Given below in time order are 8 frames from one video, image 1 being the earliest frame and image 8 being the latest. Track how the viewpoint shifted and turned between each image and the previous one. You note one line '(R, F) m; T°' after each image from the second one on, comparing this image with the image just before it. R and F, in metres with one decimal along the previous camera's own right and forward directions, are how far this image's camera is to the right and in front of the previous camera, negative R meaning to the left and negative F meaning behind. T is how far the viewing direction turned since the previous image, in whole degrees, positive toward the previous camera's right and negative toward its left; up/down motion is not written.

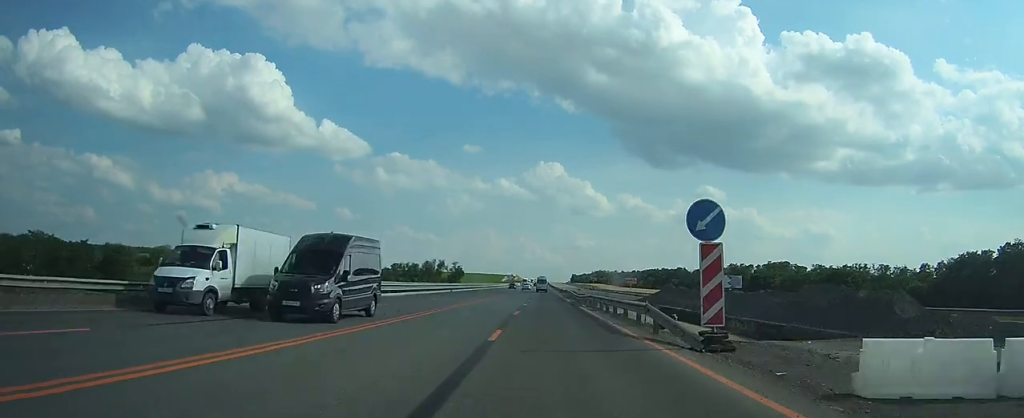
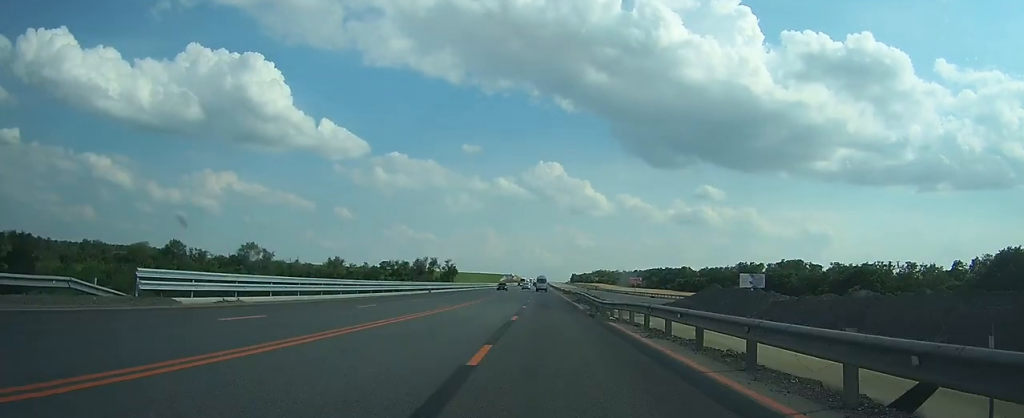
(0.0, +16.2) m; 0°
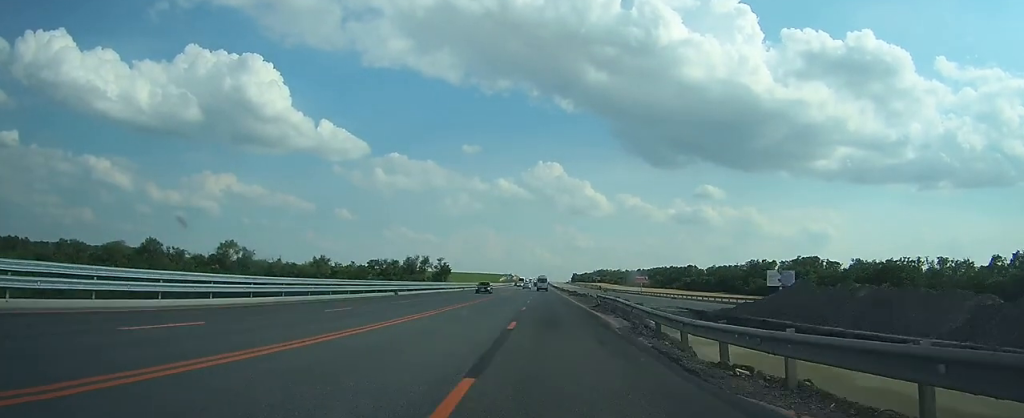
(0.0, +16.2) m; 0°
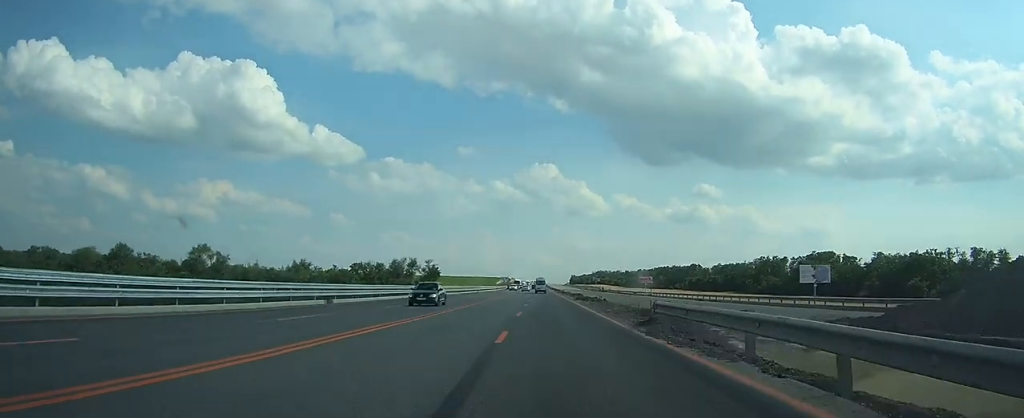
(0.0, +16.2) m; 0°
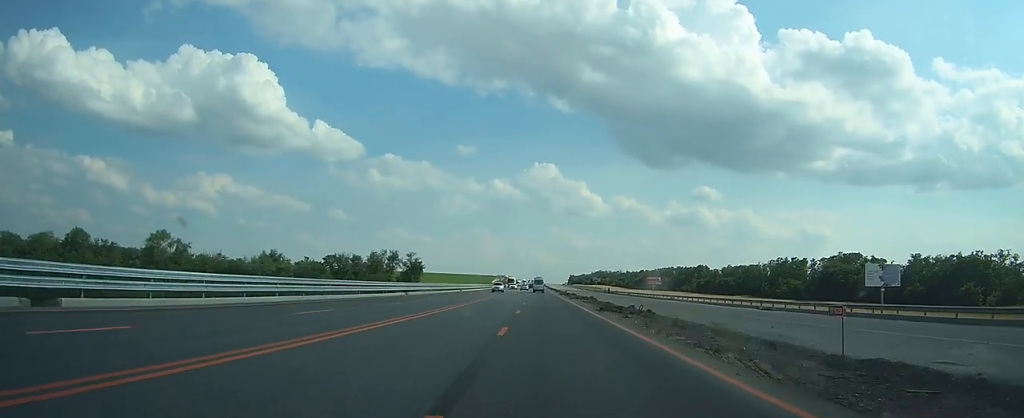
(0.0, +22.3) m; 0°
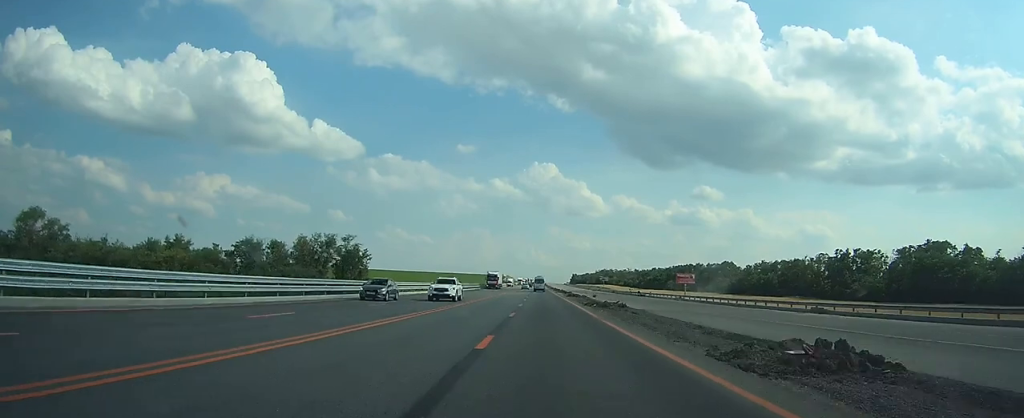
(+0.1, +51.1) m; 0°
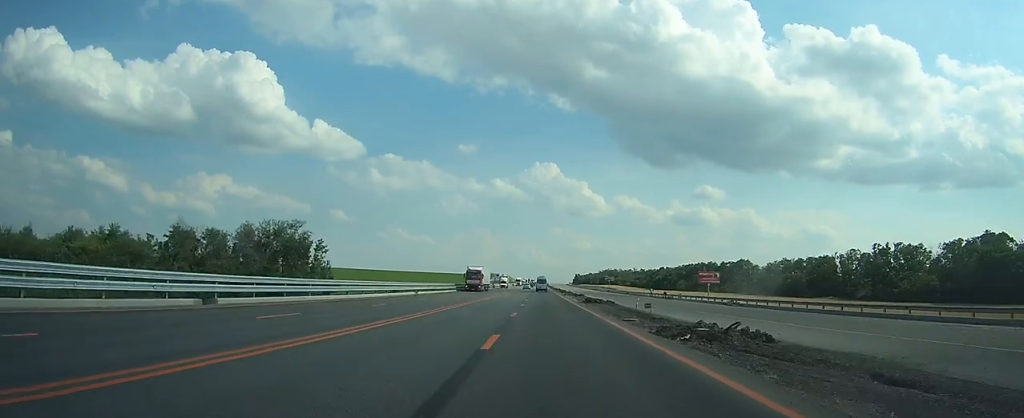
(0.0, +23.7) m; 0°
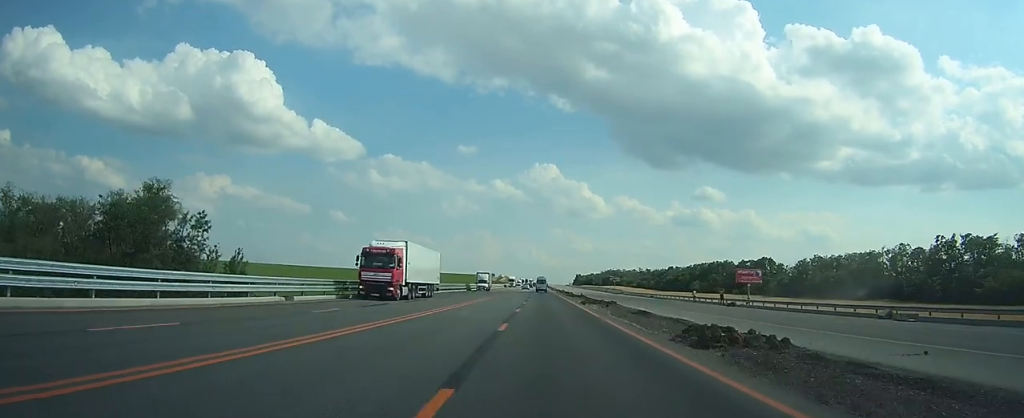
(0.0, +32.0) m; 0°
